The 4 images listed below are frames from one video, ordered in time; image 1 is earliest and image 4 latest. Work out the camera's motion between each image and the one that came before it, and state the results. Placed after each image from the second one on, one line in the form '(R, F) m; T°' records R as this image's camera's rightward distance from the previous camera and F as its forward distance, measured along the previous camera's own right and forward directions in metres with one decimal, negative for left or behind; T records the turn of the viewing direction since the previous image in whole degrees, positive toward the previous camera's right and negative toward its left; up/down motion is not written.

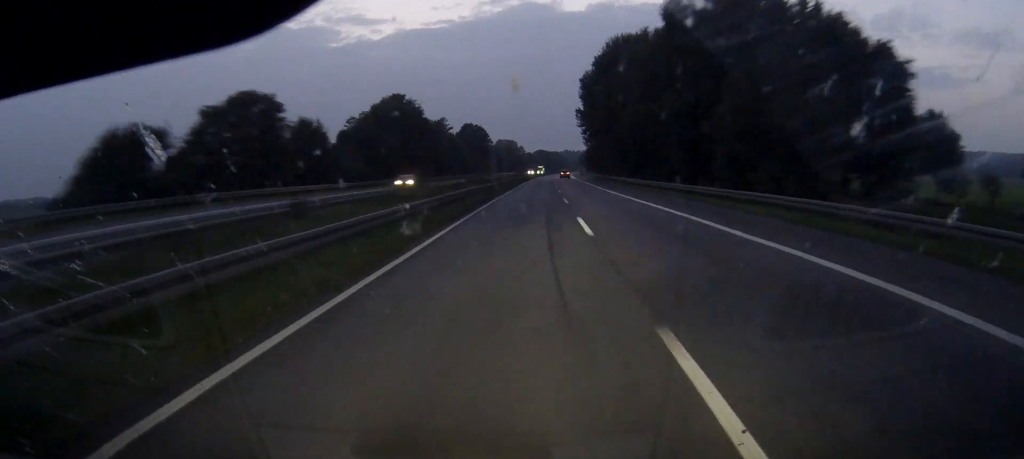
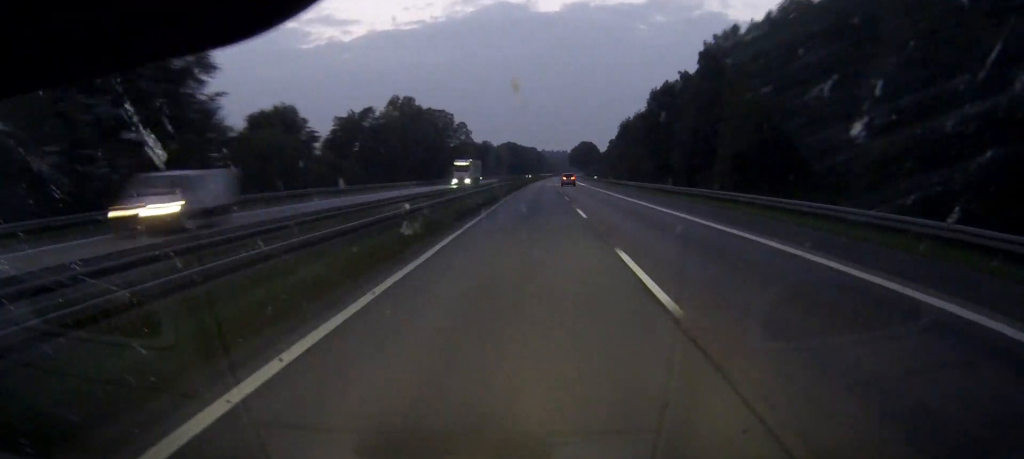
(+3.1, +186.7) m; +2°
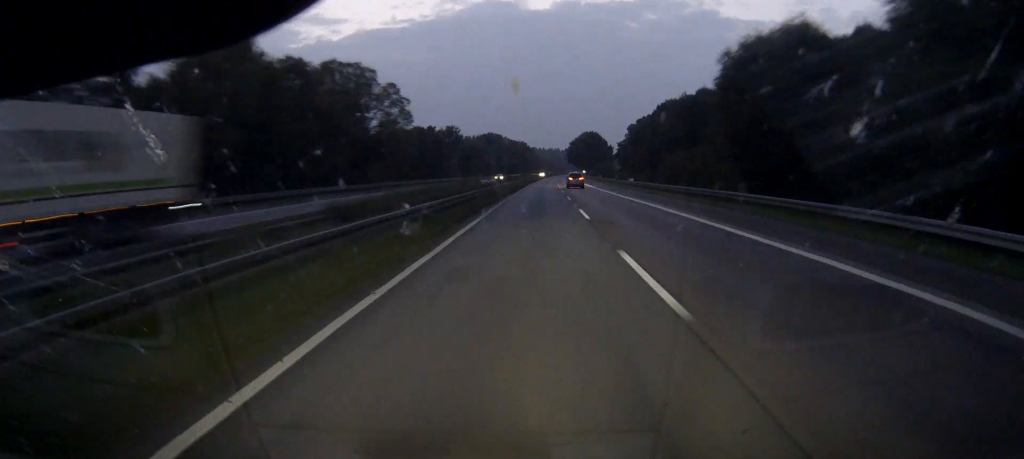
(+0.5, +71.3) m; +1°
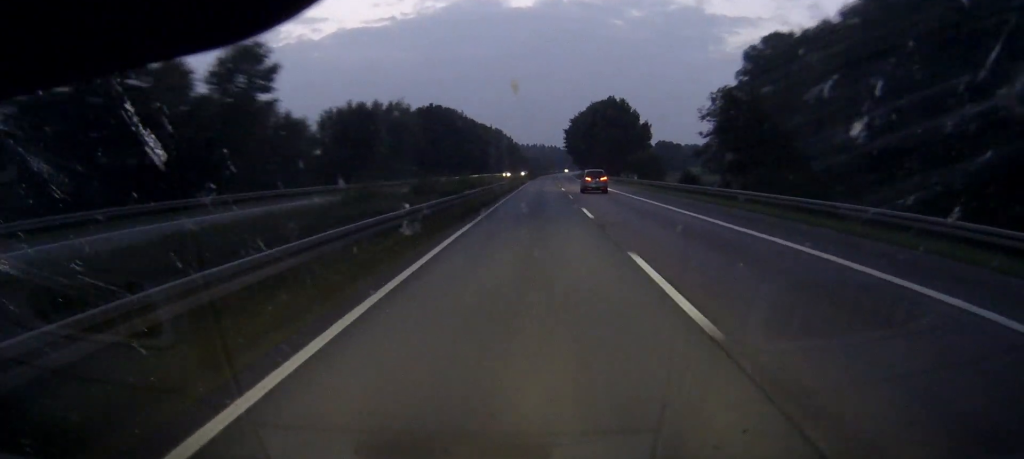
(+0.9, +107.6) m; +1°
